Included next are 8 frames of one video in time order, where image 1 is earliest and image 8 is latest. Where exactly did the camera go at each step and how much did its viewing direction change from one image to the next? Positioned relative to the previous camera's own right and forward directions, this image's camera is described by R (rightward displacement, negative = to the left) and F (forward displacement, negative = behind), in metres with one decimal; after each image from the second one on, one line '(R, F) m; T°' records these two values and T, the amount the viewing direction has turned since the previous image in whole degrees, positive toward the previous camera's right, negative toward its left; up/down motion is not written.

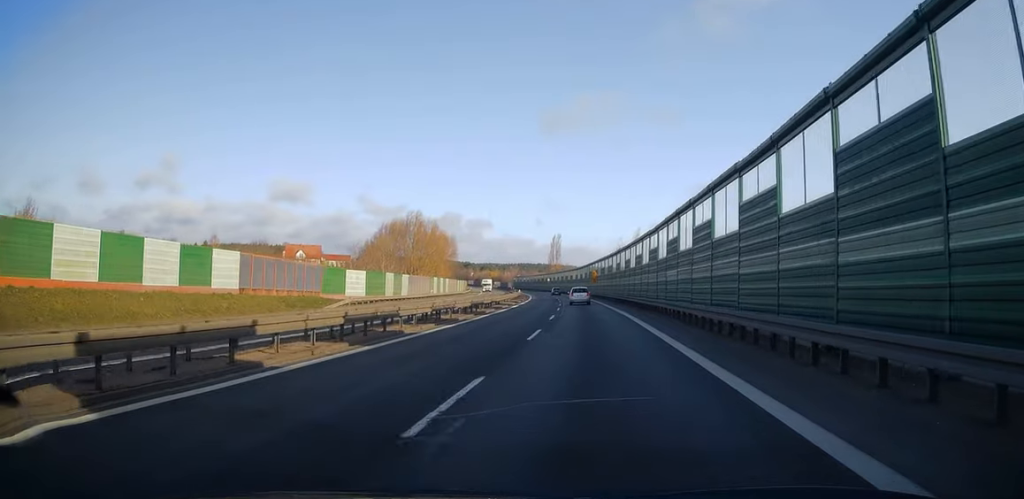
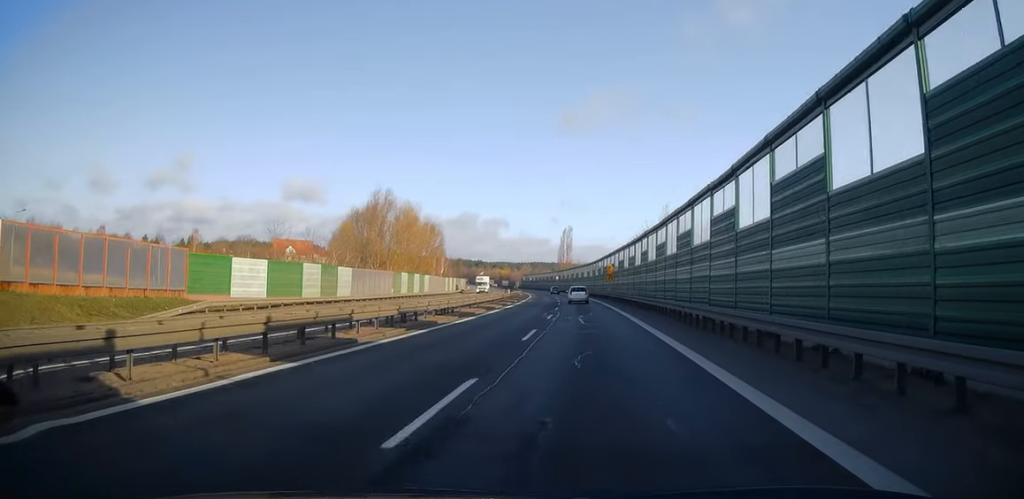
(-0.3, +24.4) m; -1°
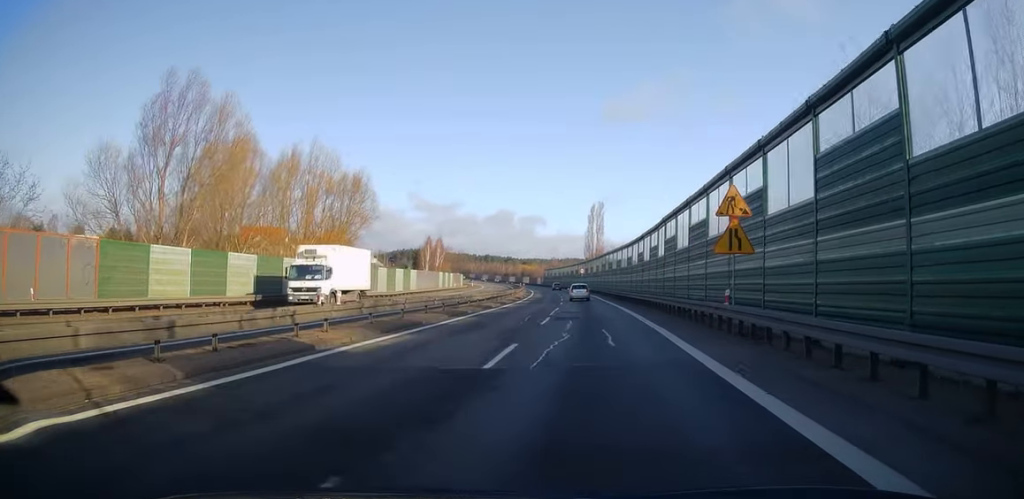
(-1.1, +53.7) m; -2°
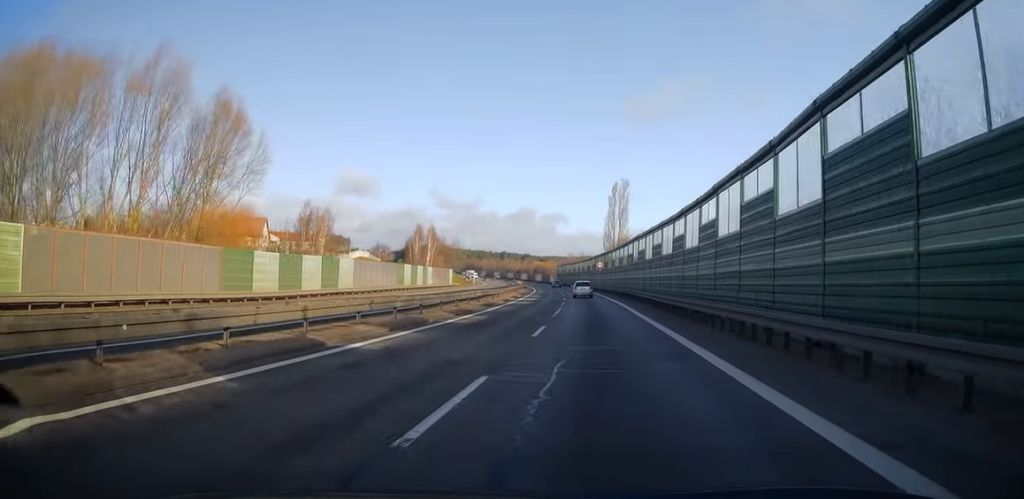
(-0.5, +30.6) m; -2°
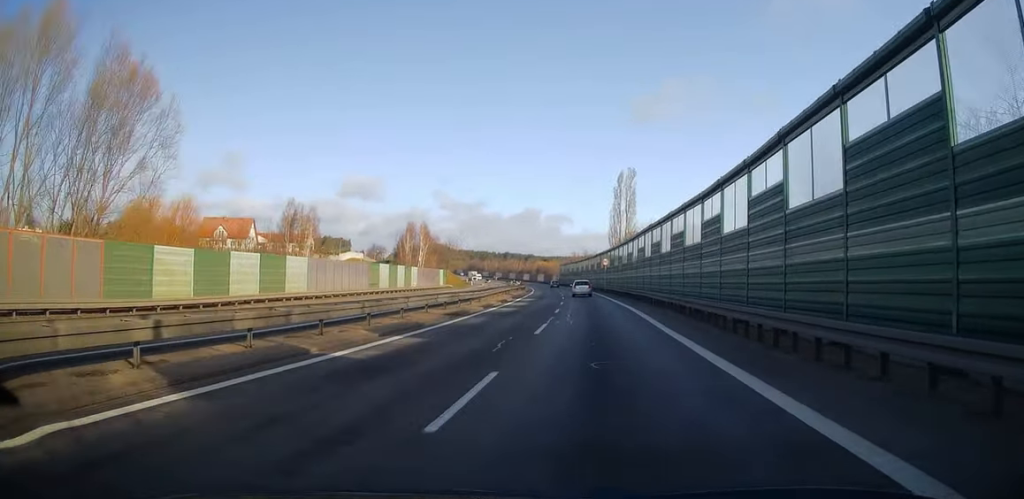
(-0.1, +11.2) m; -1°
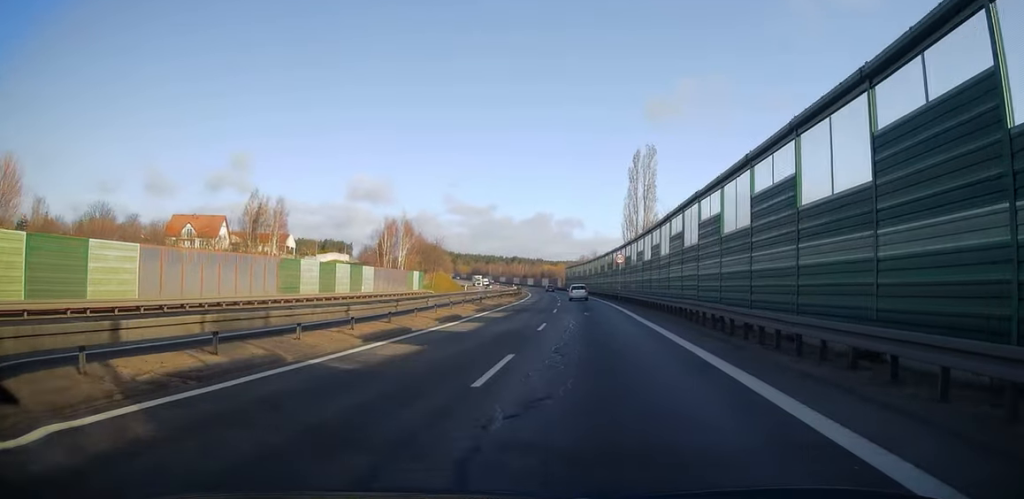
(-0.1, +21.4) m; -1°
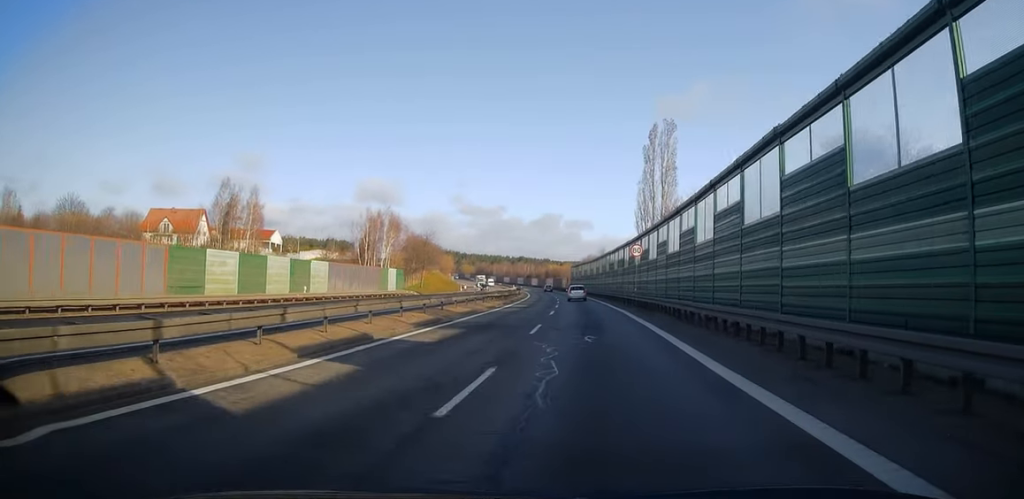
(-0.2, +14.0) m; 0°
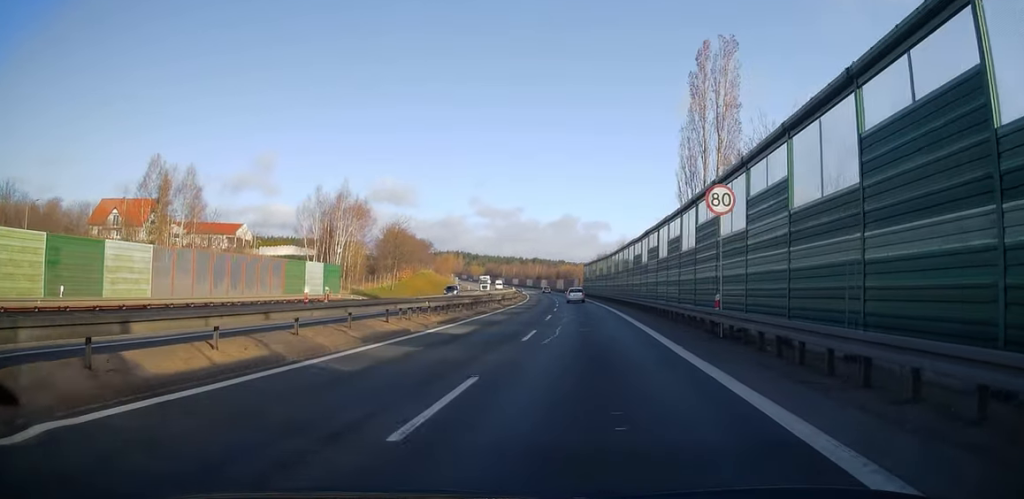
(0.0, +25.8) m; -1°
